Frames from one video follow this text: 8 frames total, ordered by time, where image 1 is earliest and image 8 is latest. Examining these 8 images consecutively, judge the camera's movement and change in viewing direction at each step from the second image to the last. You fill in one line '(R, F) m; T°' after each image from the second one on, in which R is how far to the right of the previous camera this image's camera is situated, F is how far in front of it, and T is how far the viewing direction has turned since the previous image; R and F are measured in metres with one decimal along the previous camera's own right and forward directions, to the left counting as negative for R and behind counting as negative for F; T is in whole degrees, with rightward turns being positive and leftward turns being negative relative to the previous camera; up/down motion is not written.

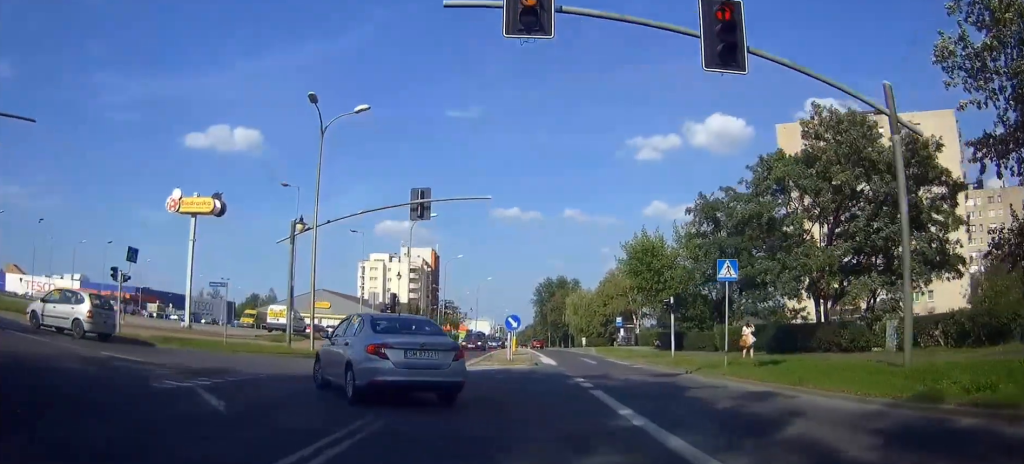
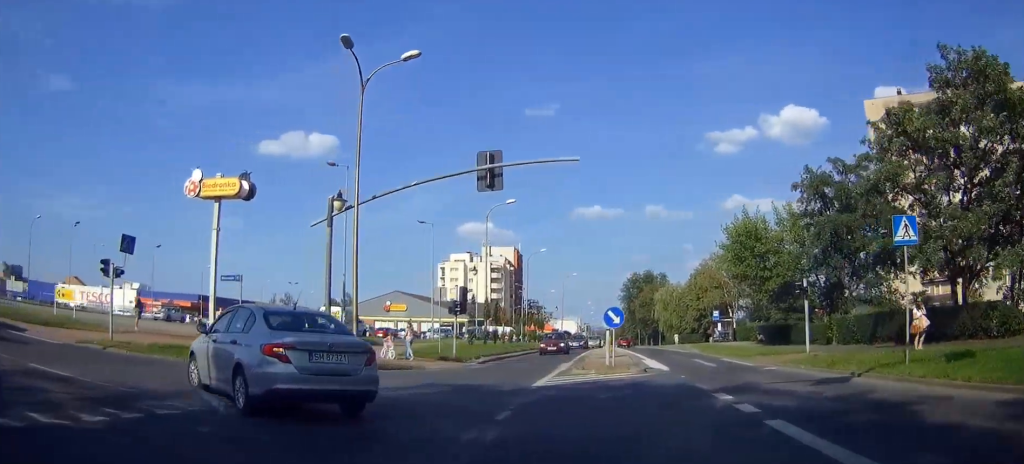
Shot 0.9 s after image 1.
(-0.2, +5.3) m; -3°
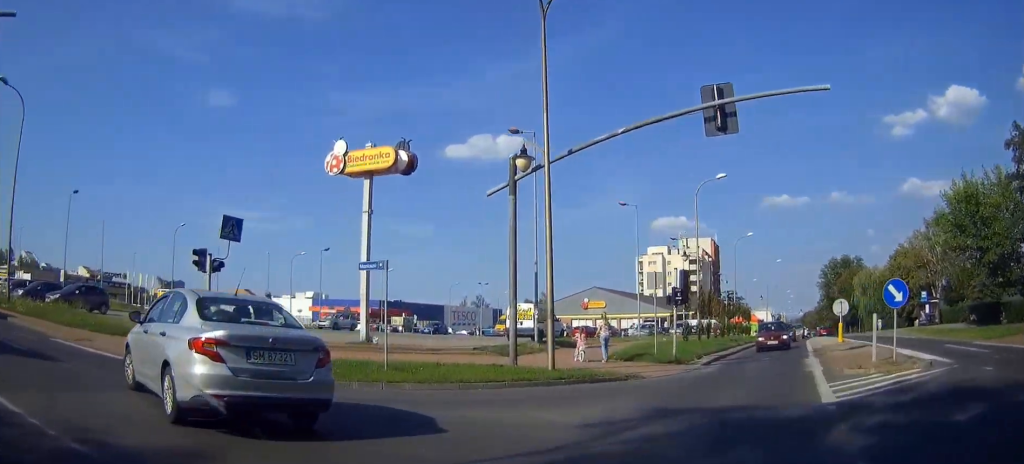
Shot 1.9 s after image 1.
(-0.2, +5.6) m; -8°
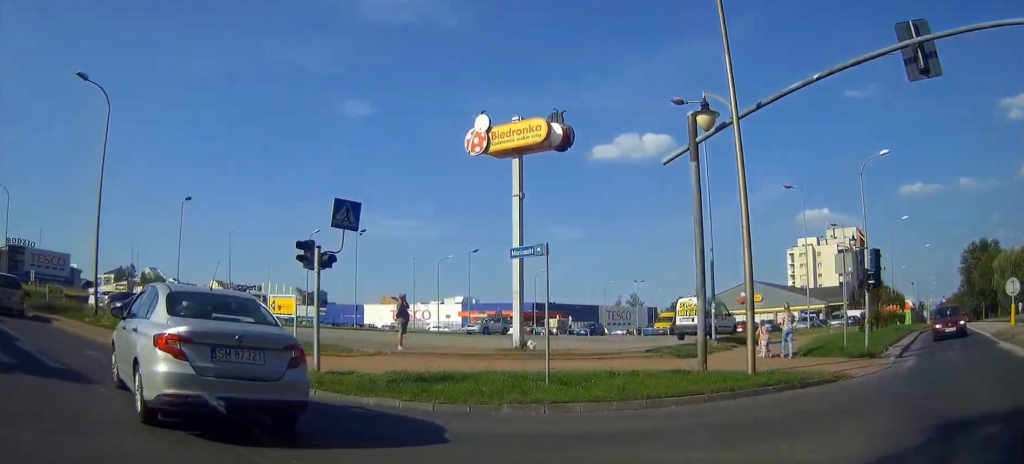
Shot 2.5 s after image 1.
(-0.1, +3.6) m; -11°
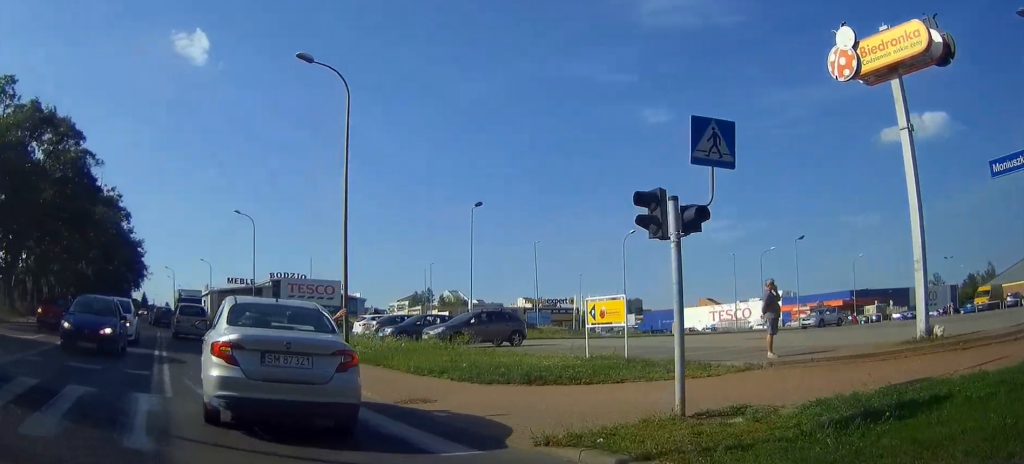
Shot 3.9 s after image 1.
(-1.8, +5.6) m; -35°
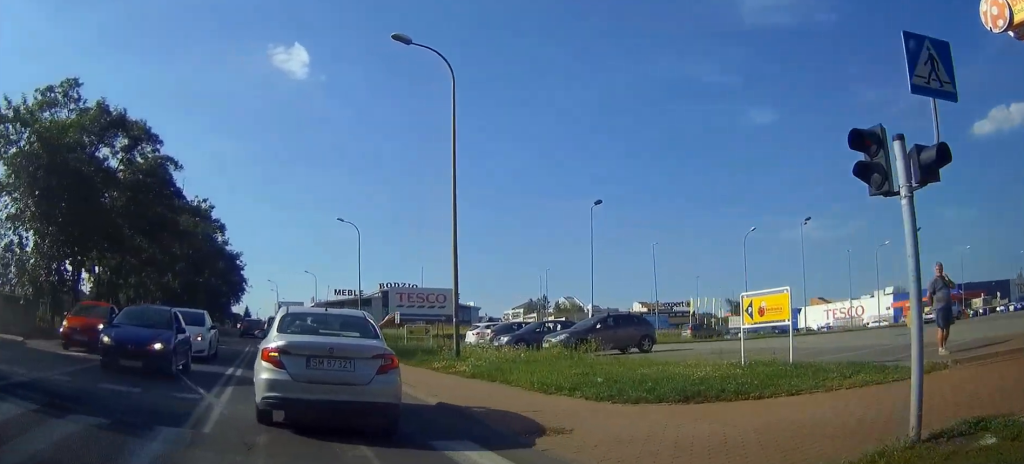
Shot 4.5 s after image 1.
(-0.4, +2.5) m; -12°
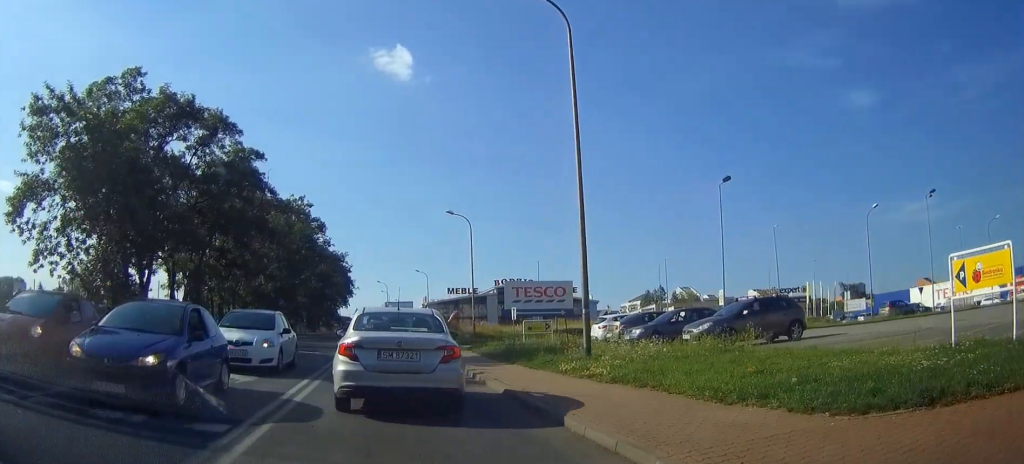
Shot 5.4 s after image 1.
(-0.2, +3.3) m; -8°
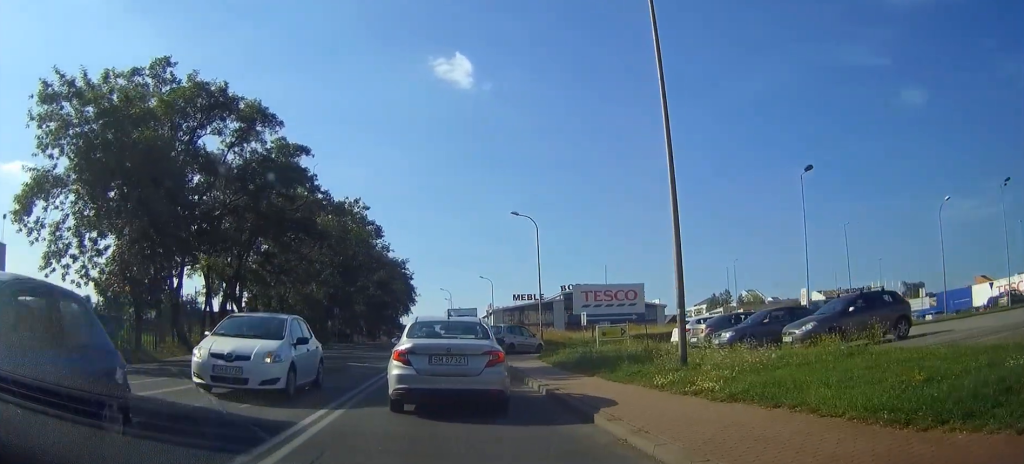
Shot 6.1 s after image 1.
(-0.2, +2.7) m; -4°
